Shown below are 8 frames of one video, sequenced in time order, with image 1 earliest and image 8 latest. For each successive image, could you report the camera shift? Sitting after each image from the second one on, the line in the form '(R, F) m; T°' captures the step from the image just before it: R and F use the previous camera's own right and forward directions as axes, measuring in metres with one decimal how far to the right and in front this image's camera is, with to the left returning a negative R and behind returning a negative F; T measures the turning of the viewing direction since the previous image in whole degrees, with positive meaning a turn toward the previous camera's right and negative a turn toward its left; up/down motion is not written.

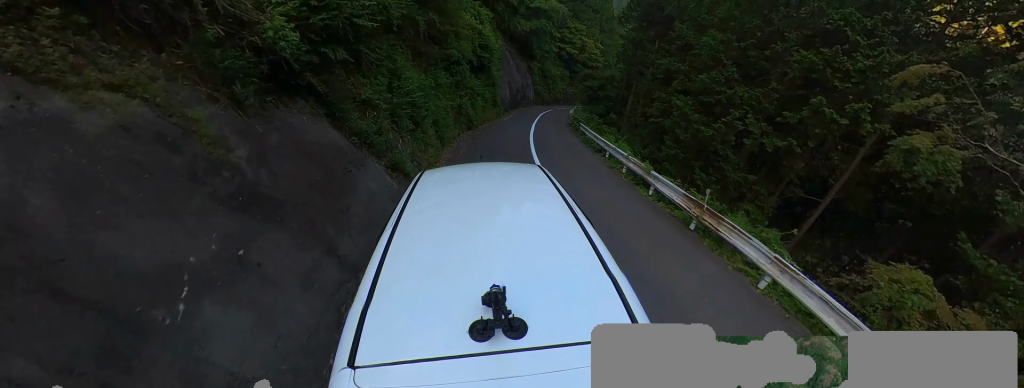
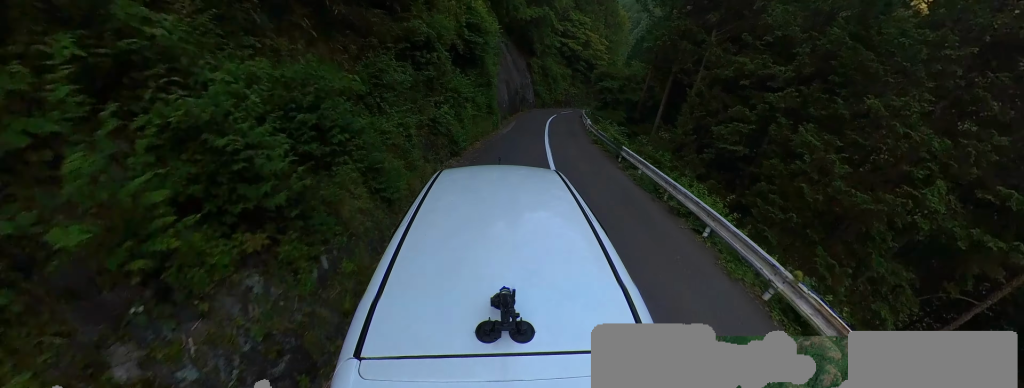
(+0.5, +6.7) m; +5°
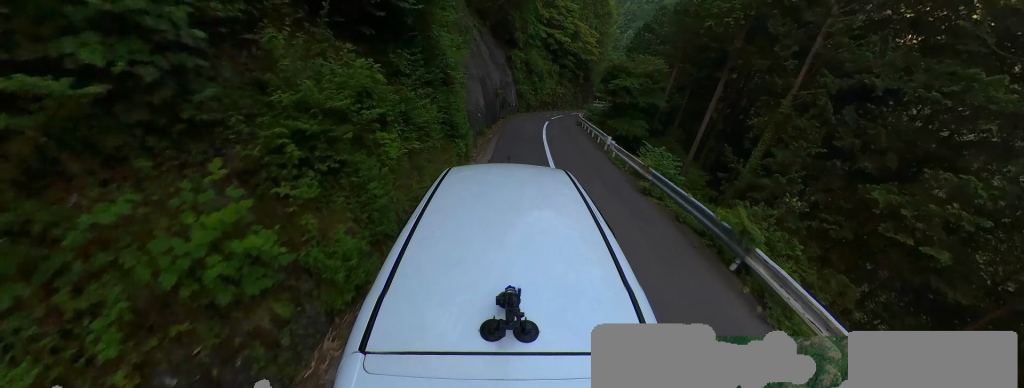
(+0.6, +7.9) m; +8°
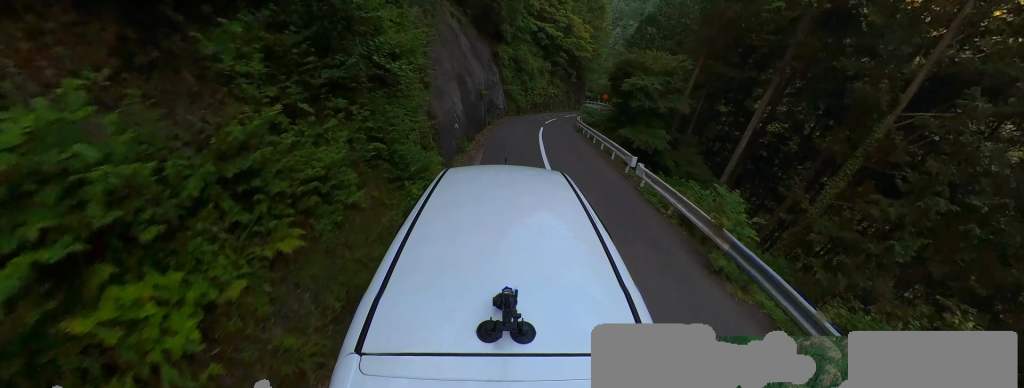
(-0.4, +3.9) m; +4°
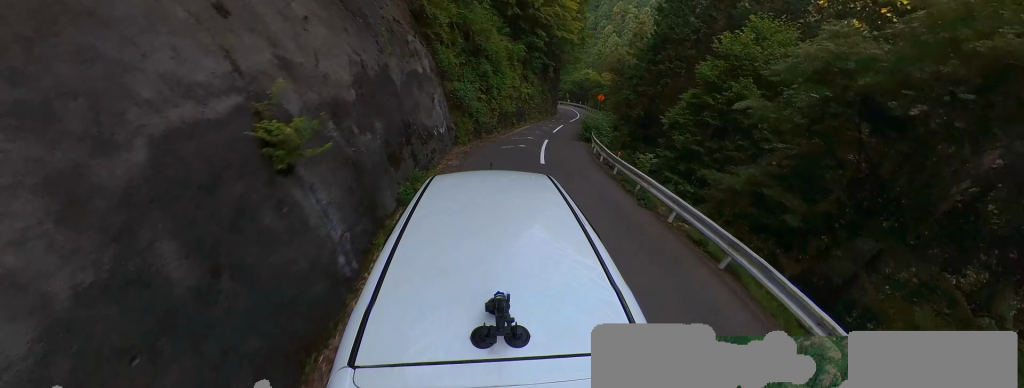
(+0.9, +14.5) m; +2°
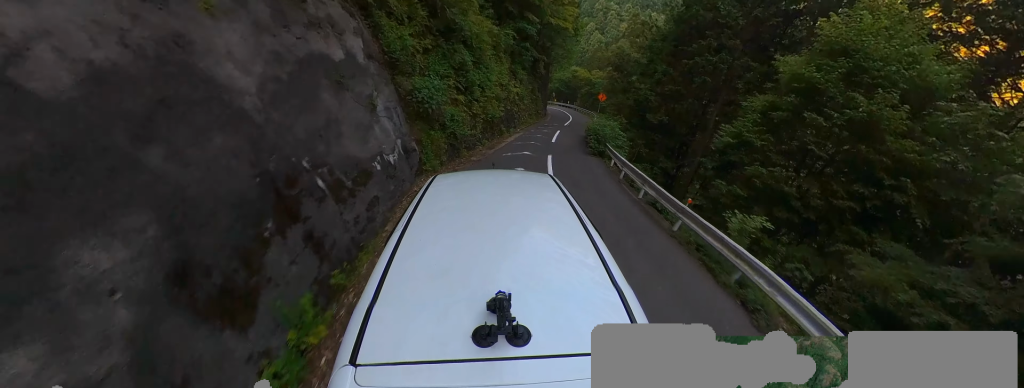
(-0.4, +4.9) m; +2°
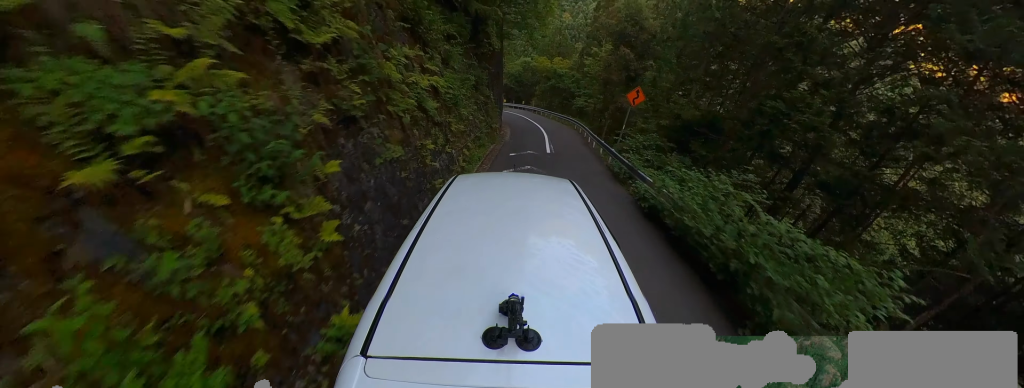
(+3.5, +15.4) m; +19°
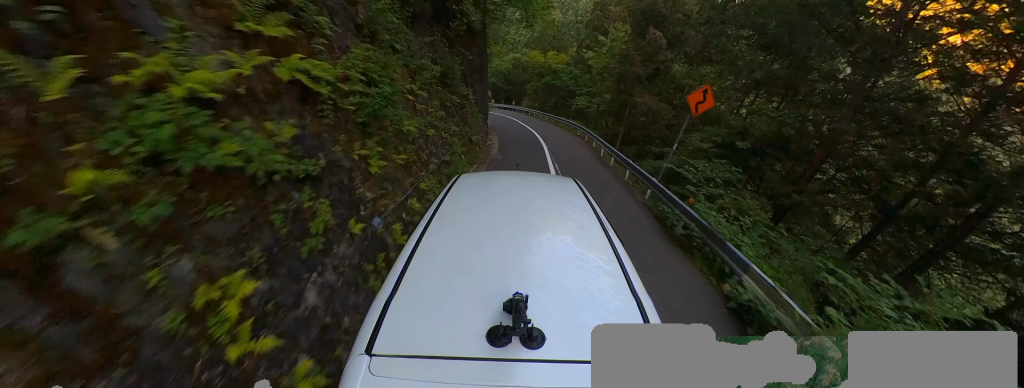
(+0.1, +5.1) m; +2°
